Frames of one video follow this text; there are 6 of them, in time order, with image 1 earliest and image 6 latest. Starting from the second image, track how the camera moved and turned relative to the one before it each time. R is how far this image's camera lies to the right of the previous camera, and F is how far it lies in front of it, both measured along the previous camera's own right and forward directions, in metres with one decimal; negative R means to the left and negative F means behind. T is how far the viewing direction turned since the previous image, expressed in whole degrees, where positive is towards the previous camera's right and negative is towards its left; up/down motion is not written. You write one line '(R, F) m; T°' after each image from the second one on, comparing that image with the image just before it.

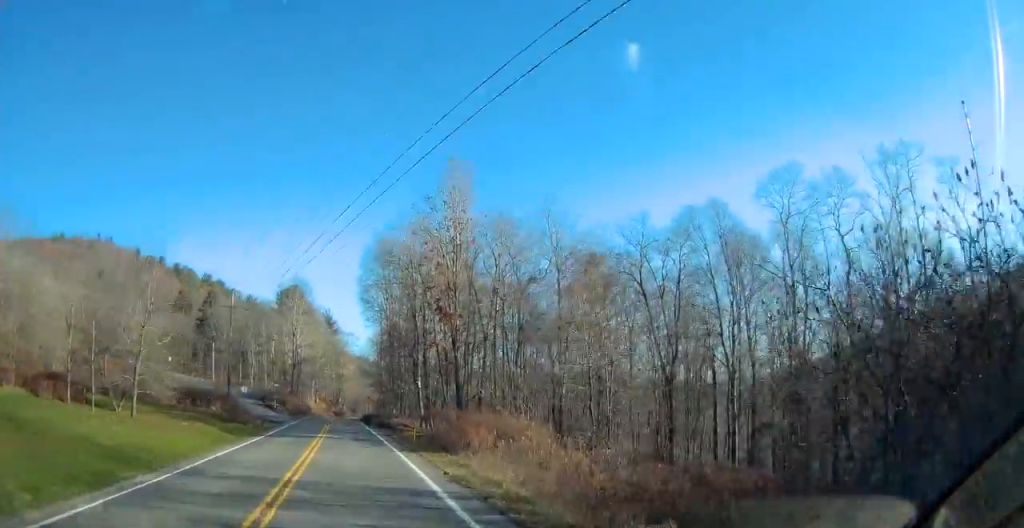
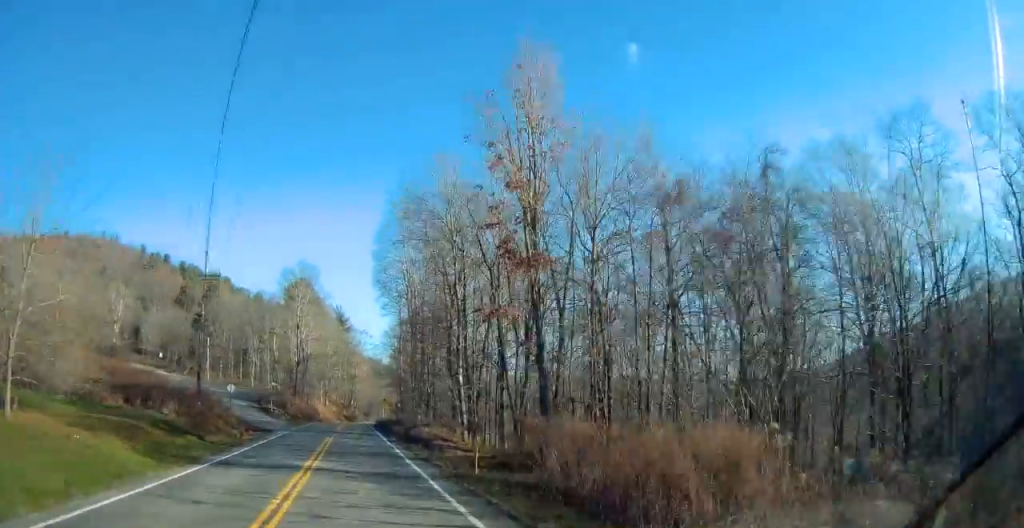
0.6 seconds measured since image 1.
(-0.3, +14.0) m; -1°
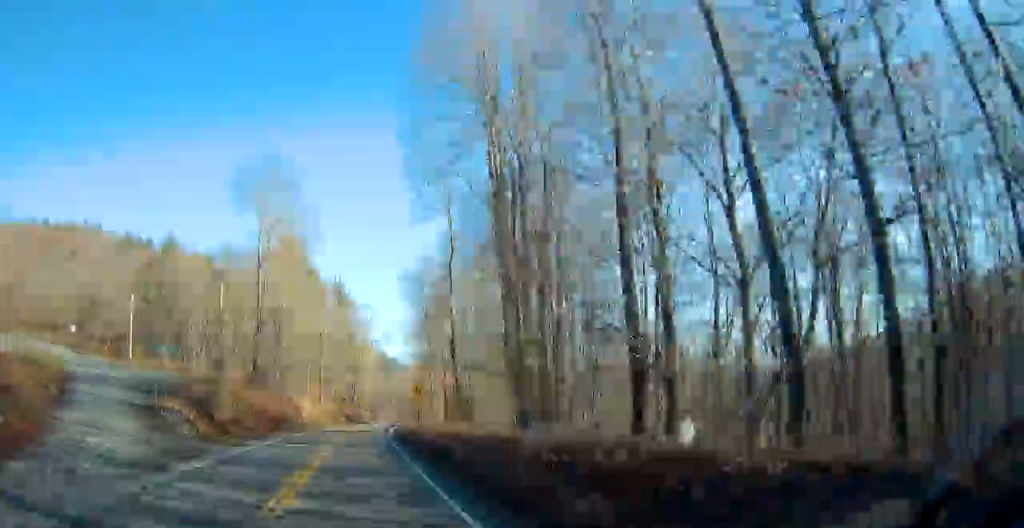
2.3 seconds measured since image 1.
(-0.7, +39.2) m; -2°
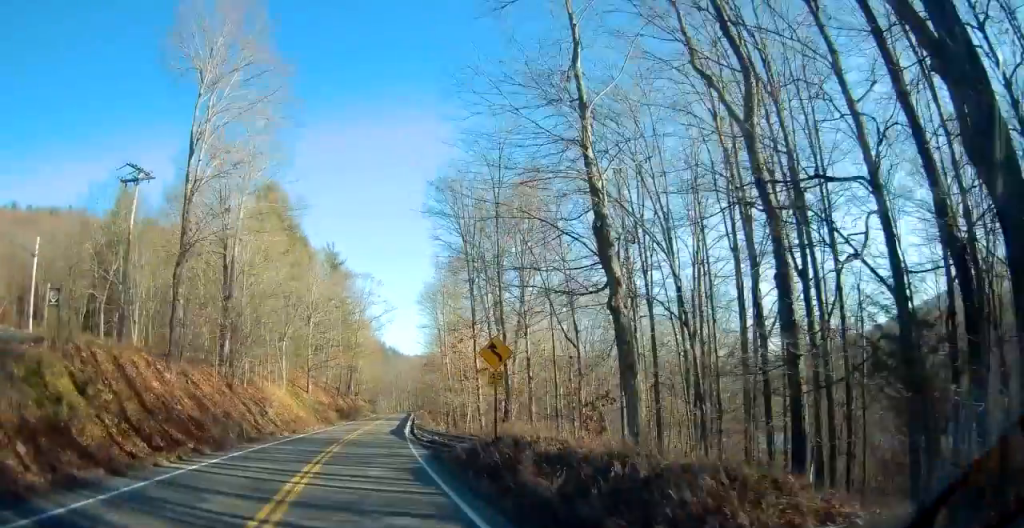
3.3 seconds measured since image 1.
(-0.3, +22.9) m; 0°
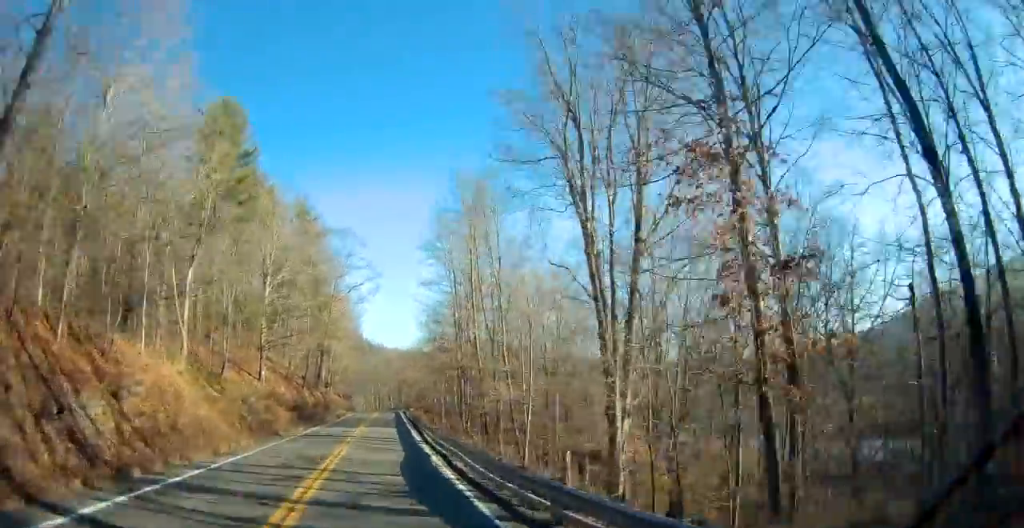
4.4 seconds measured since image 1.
(+0.3, +26.5) m; +1°
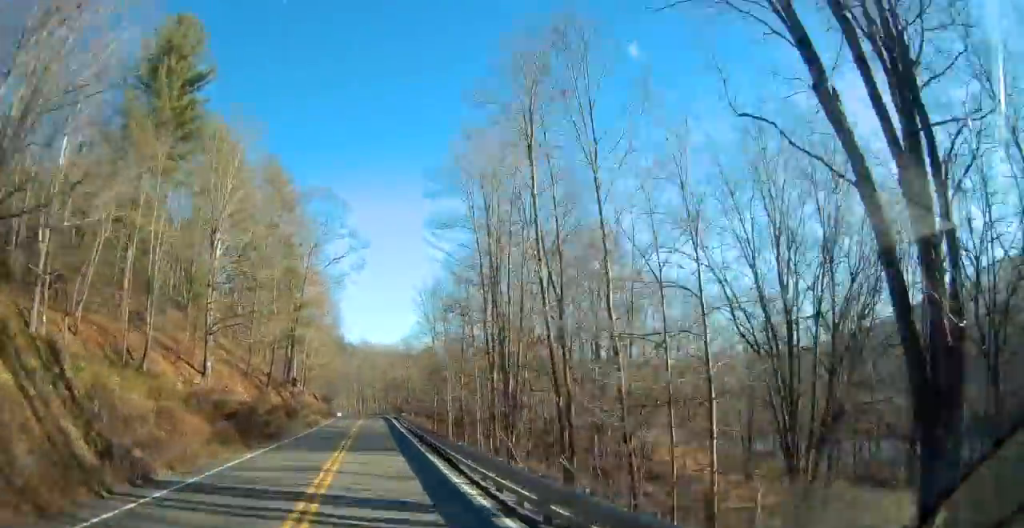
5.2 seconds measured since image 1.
(0.0, +18.3) m; +1°
